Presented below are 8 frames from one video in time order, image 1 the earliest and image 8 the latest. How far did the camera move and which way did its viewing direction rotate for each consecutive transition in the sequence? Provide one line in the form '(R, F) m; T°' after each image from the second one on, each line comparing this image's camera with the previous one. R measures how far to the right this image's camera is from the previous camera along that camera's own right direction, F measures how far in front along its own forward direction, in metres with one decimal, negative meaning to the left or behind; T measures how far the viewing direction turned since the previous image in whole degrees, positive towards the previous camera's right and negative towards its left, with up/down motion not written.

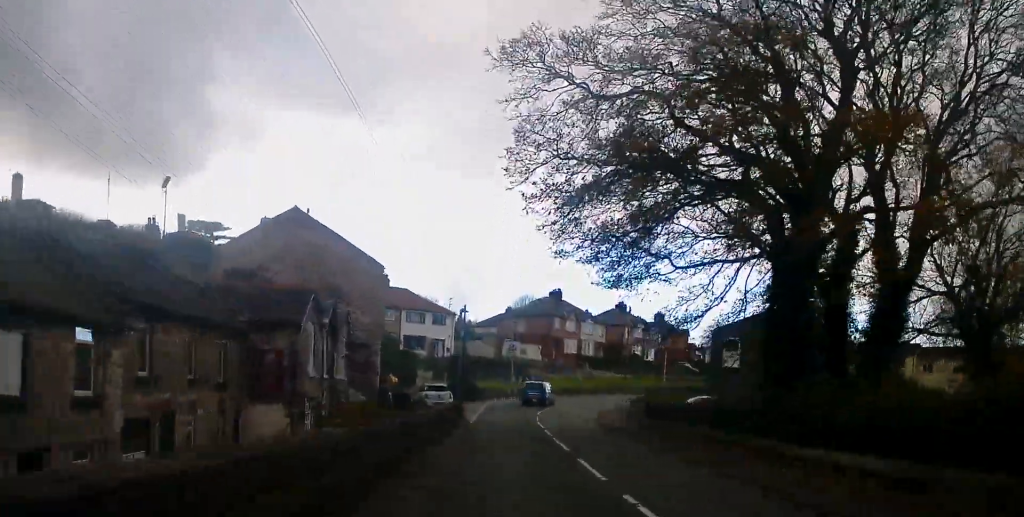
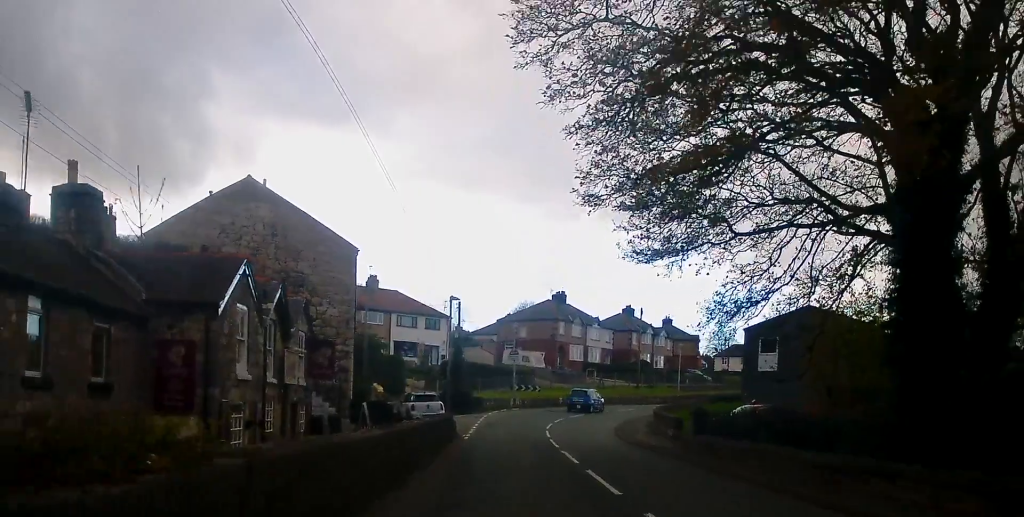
(0.0, +7.1) m; -2°
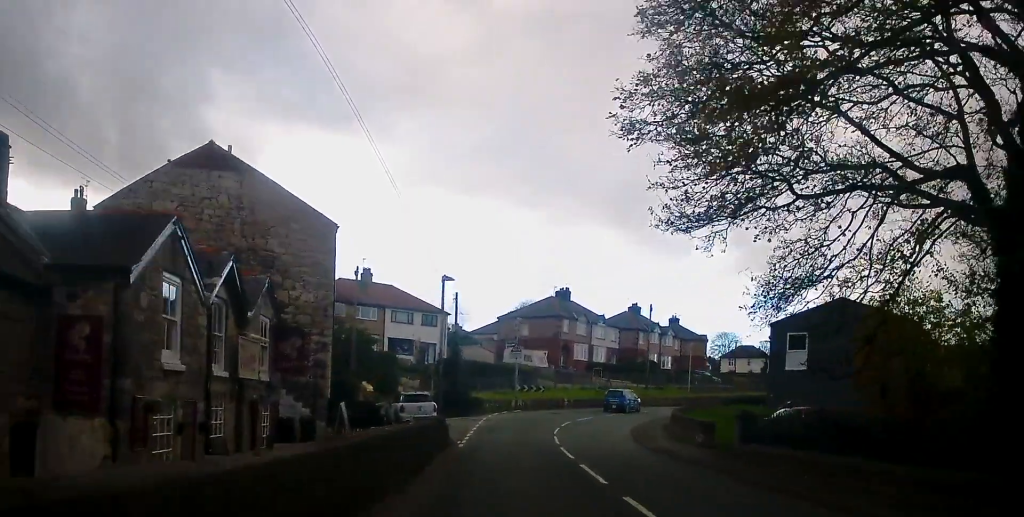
(-0.1, +4.3) m; -1°
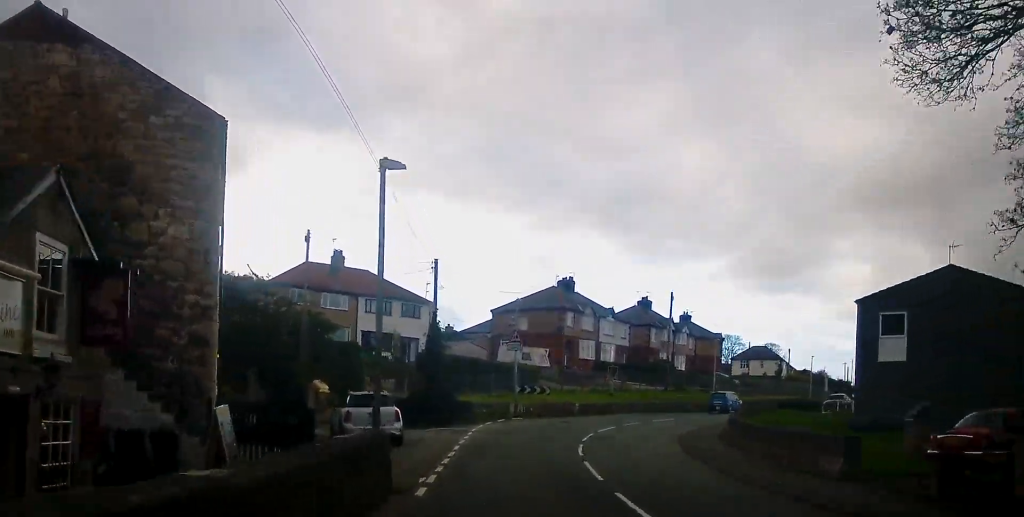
(-0.1, +11.1) m; 0°
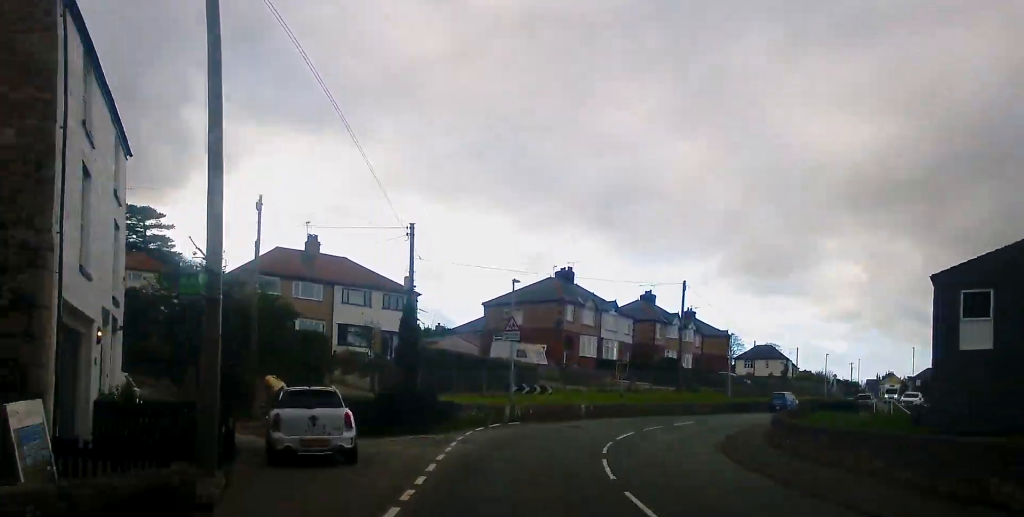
(+0.1, +6.5) m; +1°
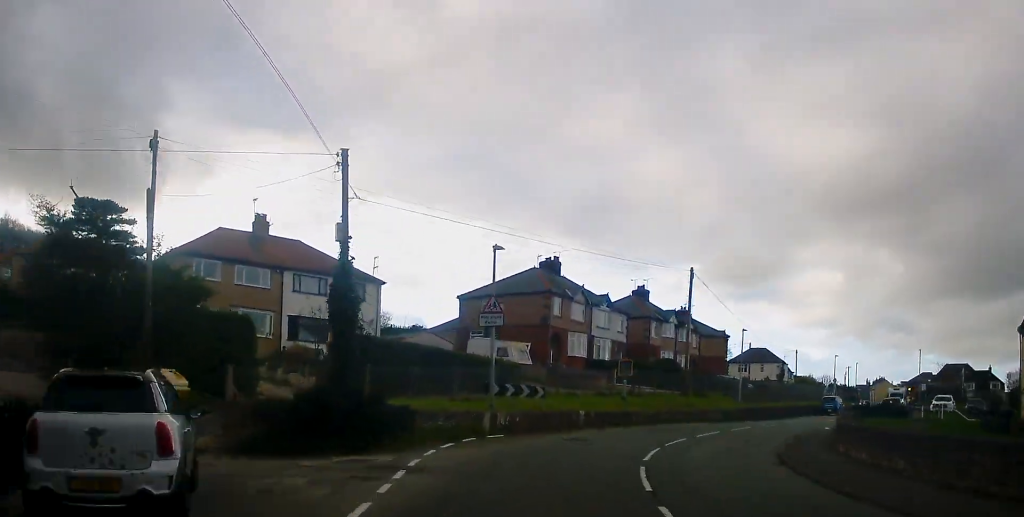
(-0.3, +8.1) m; +3°
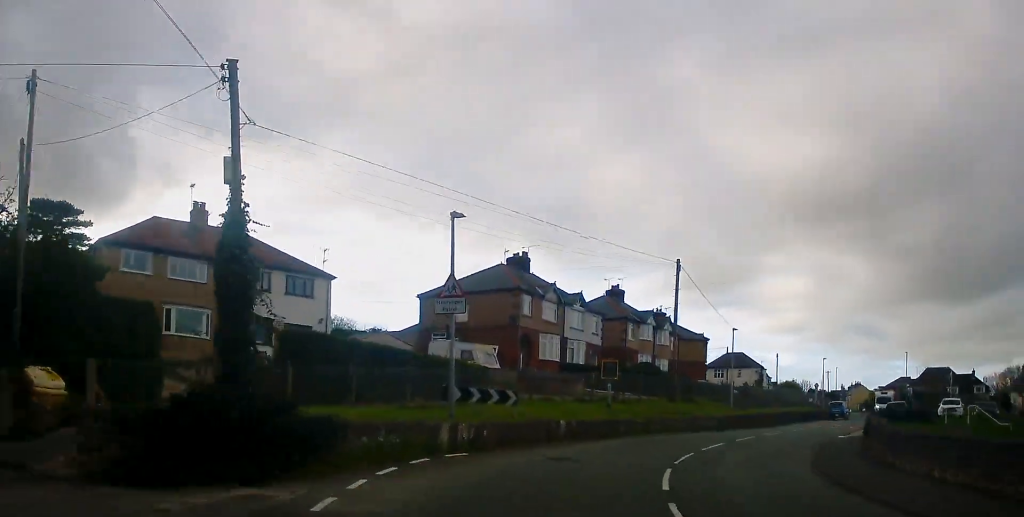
(+0.5, +5.2) m; +4°
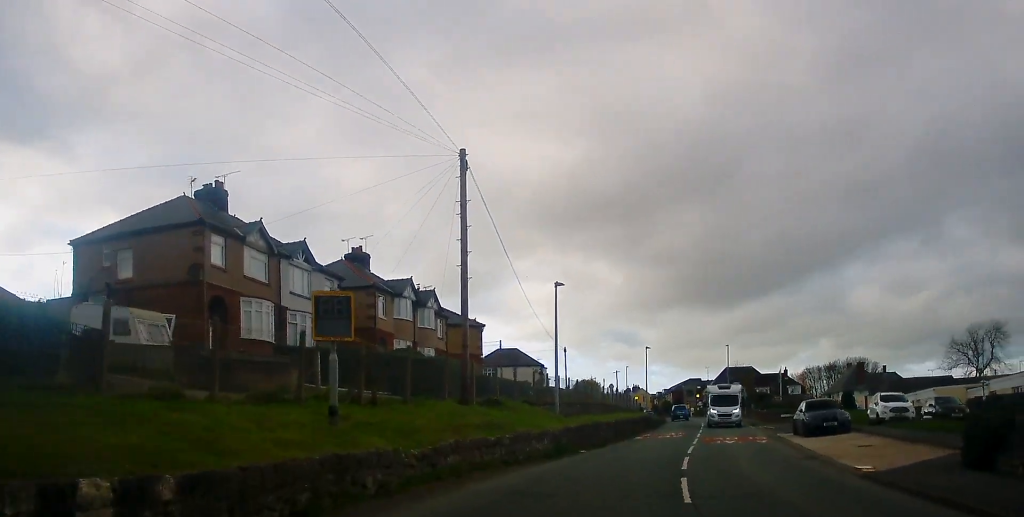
(+2.7, +19.6) m; +19°
